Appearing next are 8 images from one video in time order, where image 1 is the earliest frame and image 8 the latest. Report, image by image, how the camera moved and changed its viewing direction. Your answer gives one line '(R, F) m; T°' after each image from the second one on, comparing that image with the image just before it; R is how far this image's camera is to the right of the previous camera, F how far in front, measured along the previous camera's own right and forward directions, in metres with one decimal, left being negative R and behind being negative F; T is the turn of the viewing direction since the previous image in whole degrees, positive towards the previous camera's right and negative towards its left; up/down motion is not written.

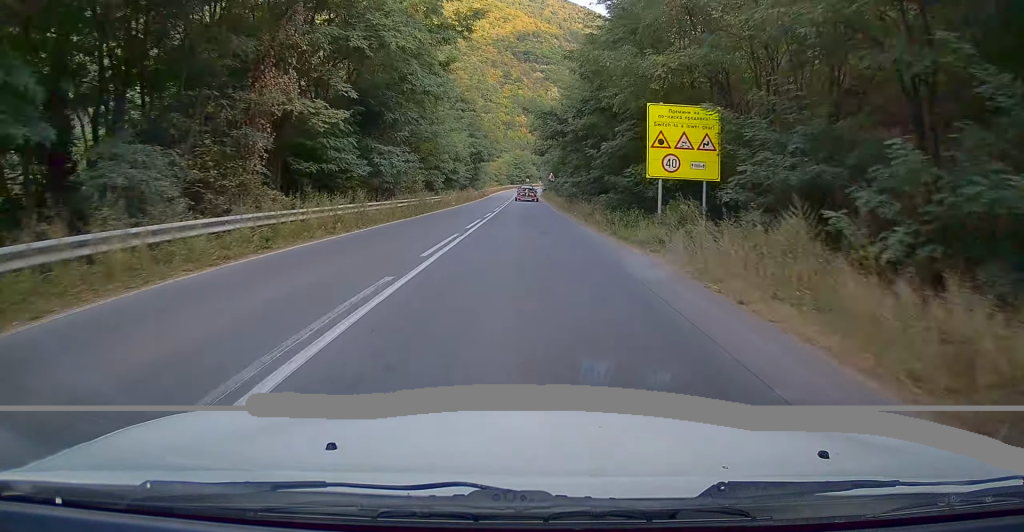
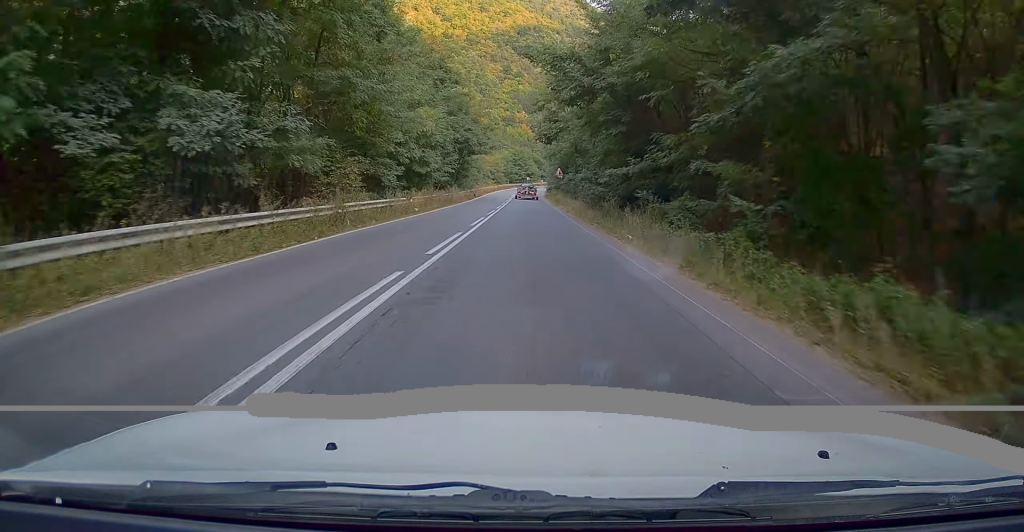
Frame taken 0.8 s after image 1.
(+0.1, +17.1) m; +1°
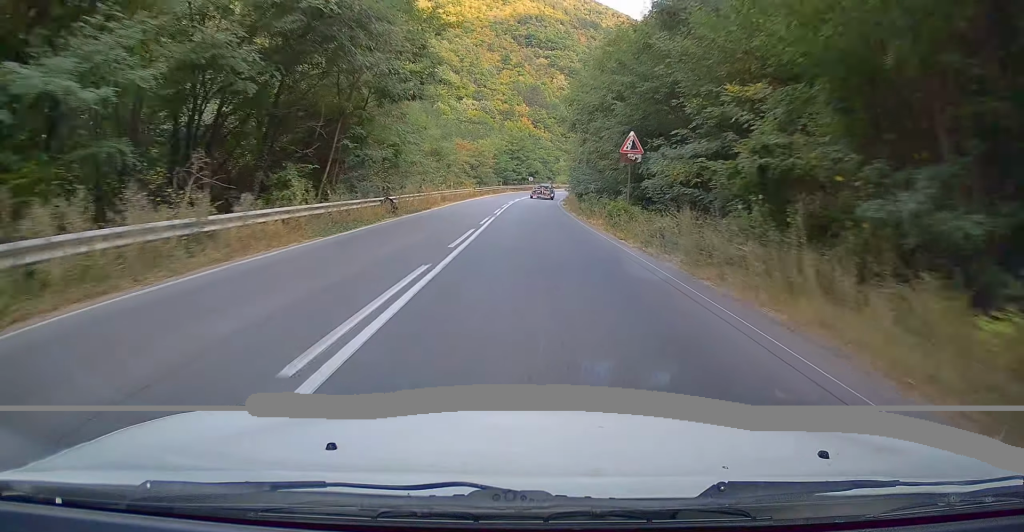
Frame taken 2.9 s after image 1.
(0.0, +44.4) m; 0°
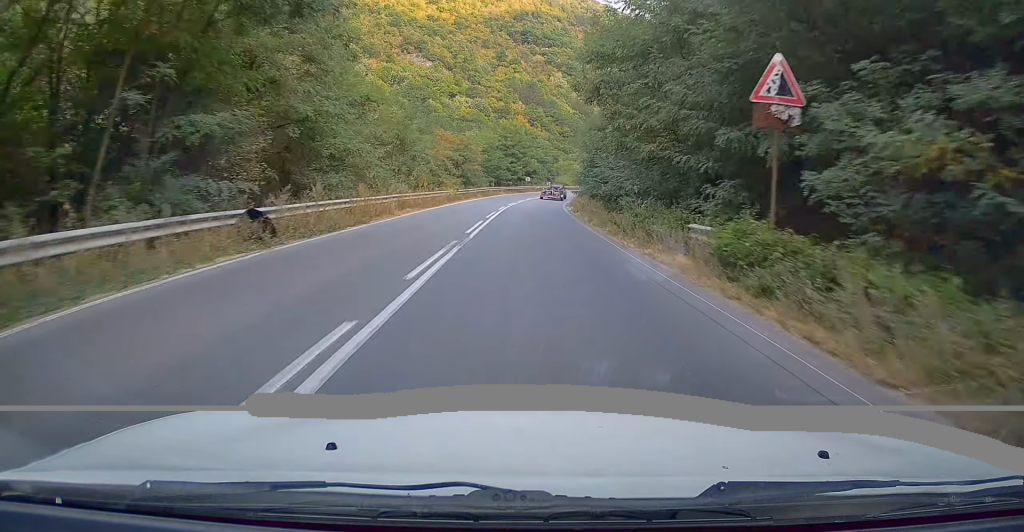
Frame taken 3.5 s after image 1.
(+0.1, +13.7) m; 0°
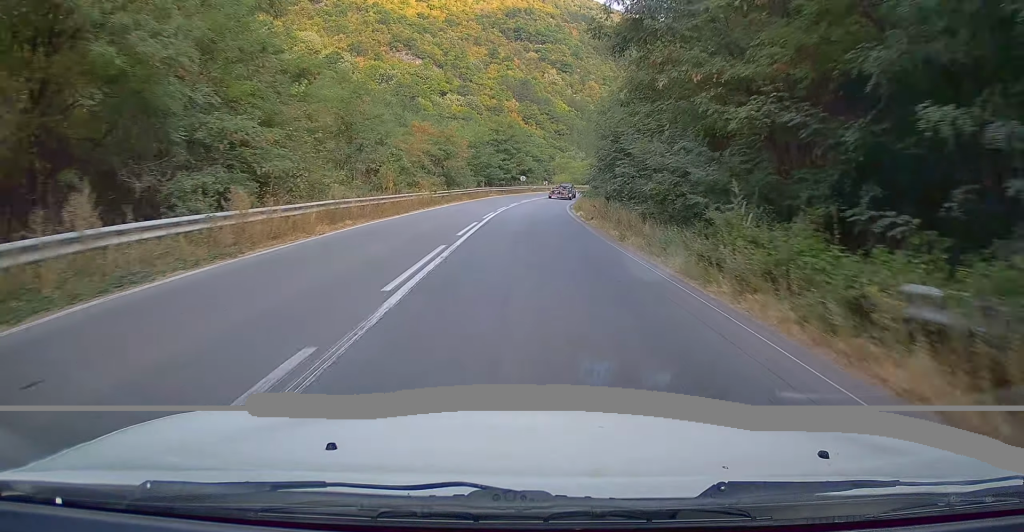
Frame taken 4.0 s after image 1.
(0.0, +10.0) m; 0°
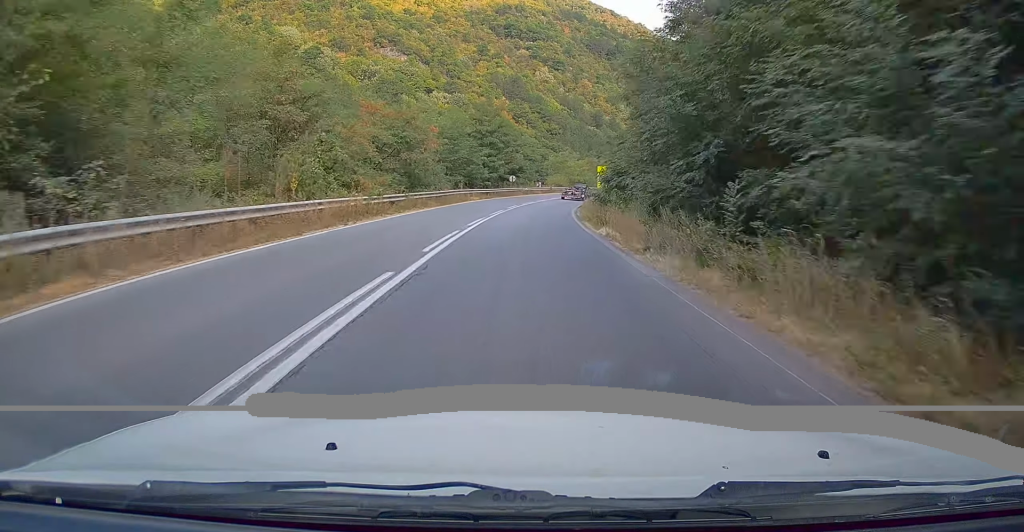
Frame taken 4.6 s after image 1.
(-0.2, +13.6) m; 0°
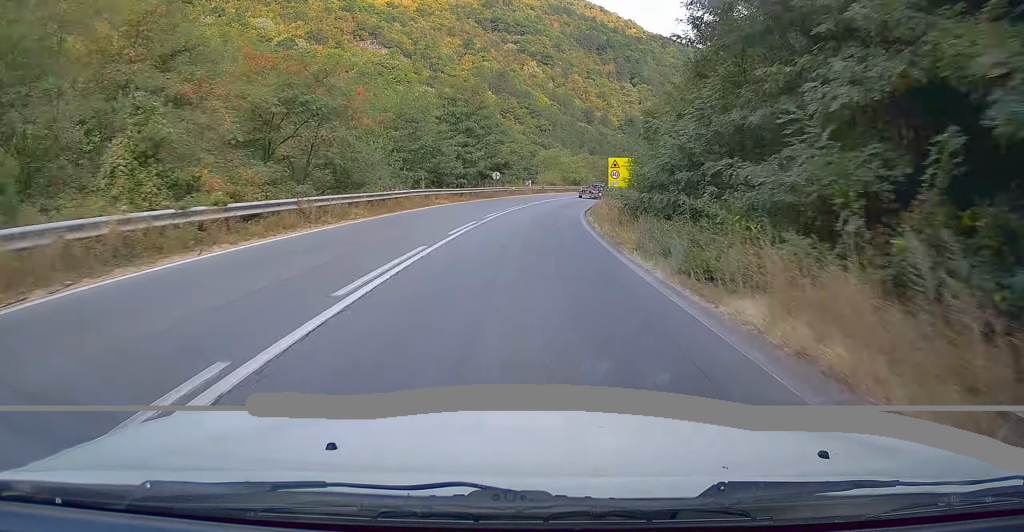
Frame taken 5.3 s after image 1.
(+0.2, +14.2) m; +1°
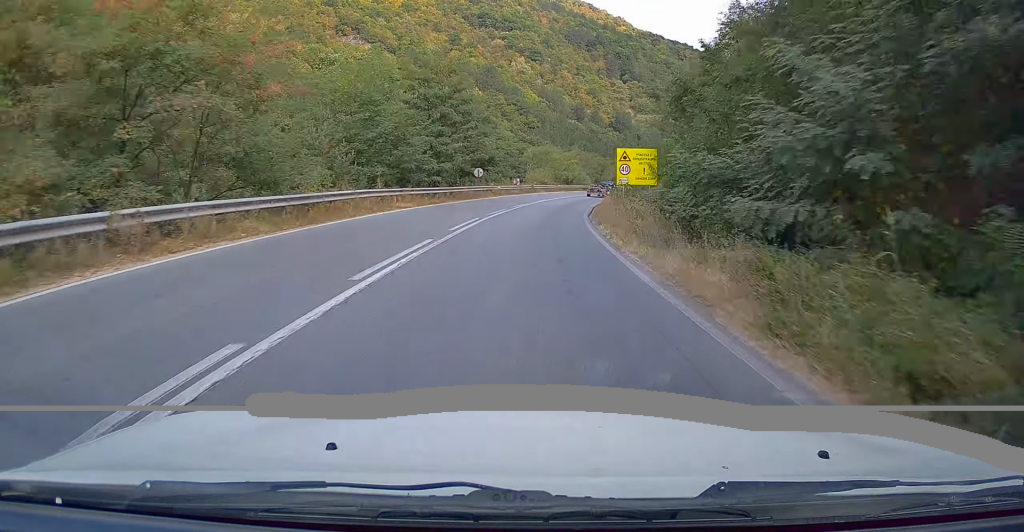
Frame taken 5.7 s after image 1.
(0.0, +8.5) m; 0°
